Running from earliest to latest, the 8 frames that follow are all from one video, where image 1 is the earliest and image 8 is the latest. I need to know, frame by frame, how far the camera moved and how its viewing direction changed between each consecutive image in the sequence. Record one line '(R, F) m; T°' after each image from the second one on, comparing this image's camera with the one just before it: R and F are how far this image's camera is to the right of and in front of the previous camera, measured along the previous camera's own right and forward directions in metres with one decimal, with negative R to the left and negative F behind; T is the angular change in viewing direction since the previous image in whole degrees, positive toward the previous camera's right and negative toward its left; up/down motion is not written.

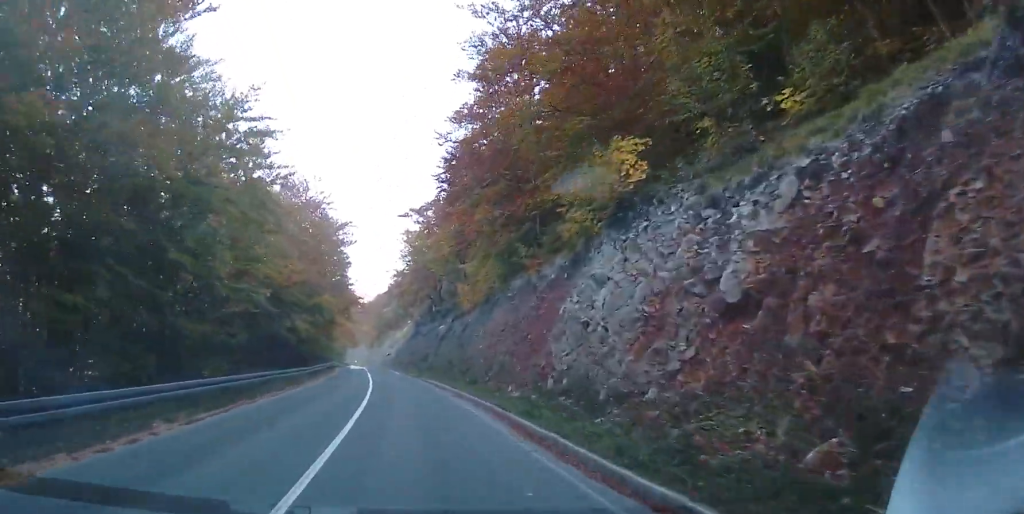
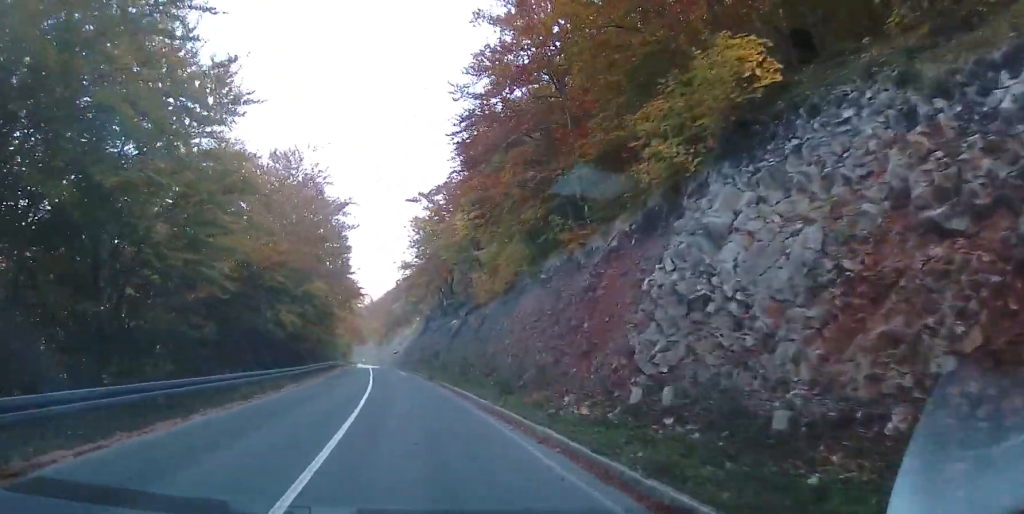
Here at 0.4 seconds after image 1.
(+0.1, +7.0) m; -1°
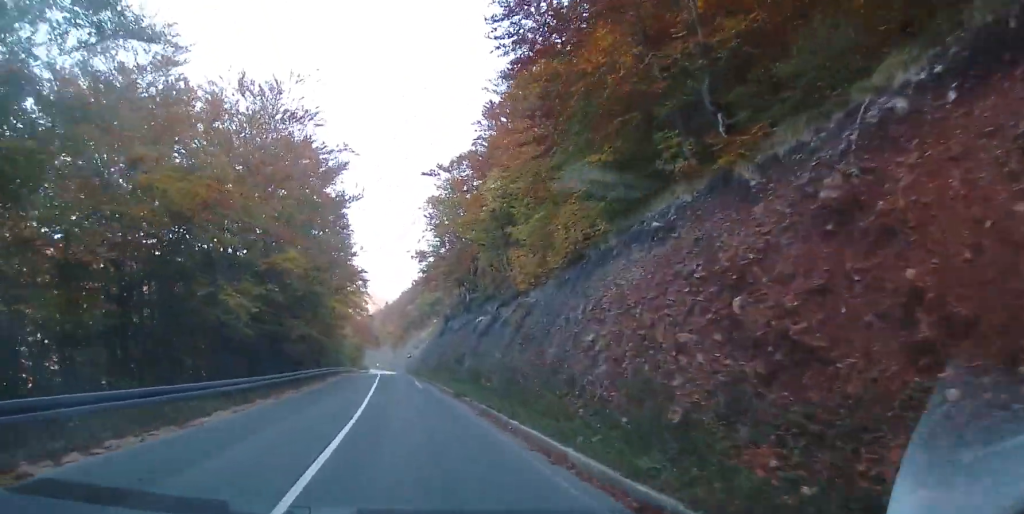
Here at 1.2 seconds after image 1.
(-0.1, +12.2) m; -4°
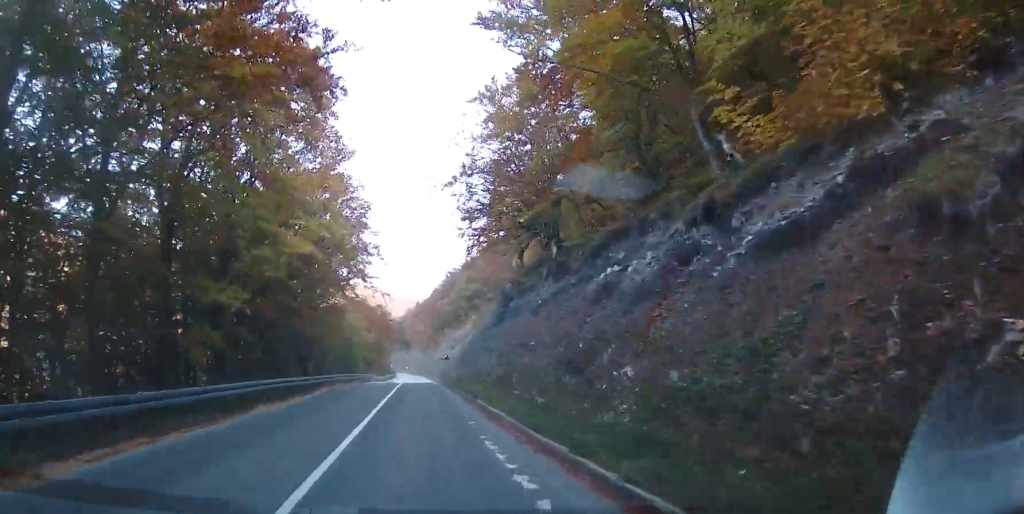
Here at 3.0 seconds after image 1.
(-1.7, +28.3) m; -3°
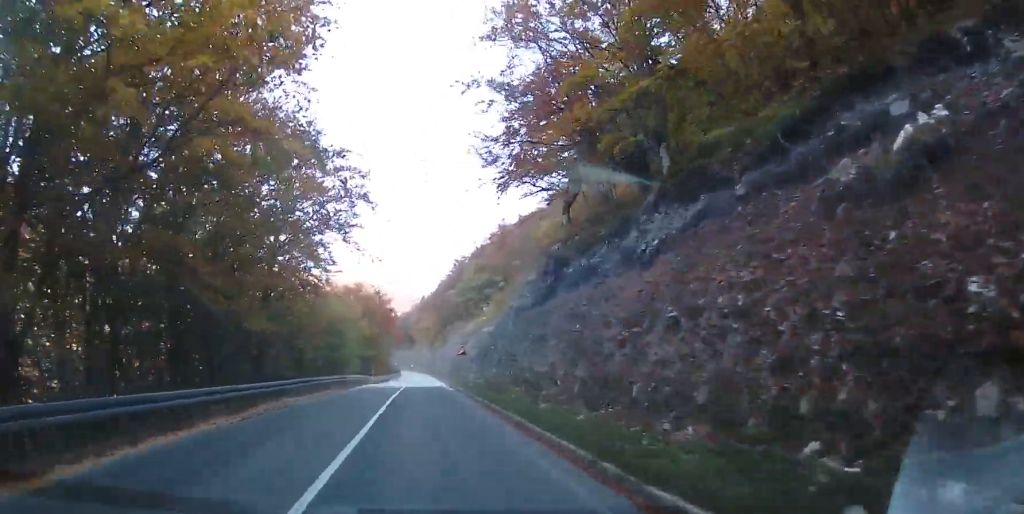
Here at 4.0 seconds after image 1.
(+0.2, +15.4) m; -2°
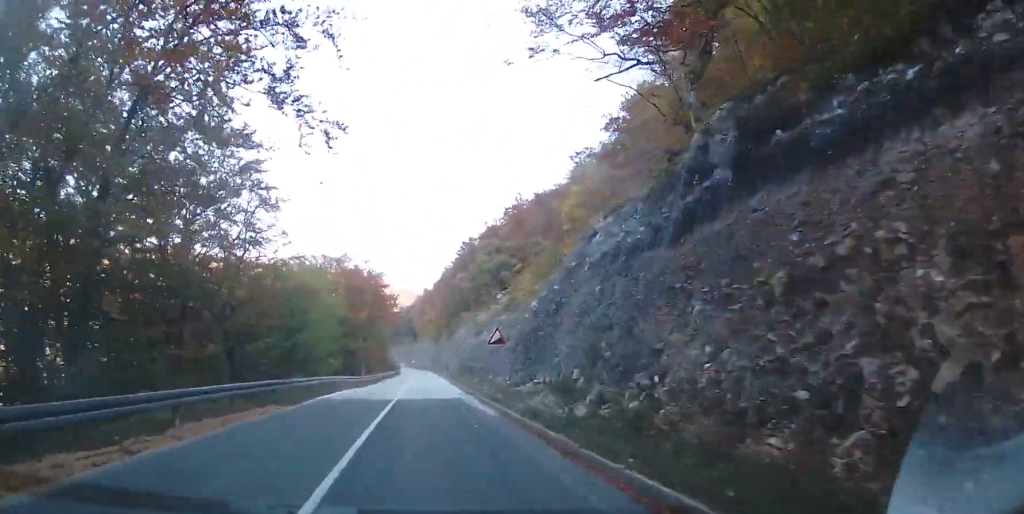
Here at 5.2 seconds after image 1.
(-1.0, +18.3) m; -3°
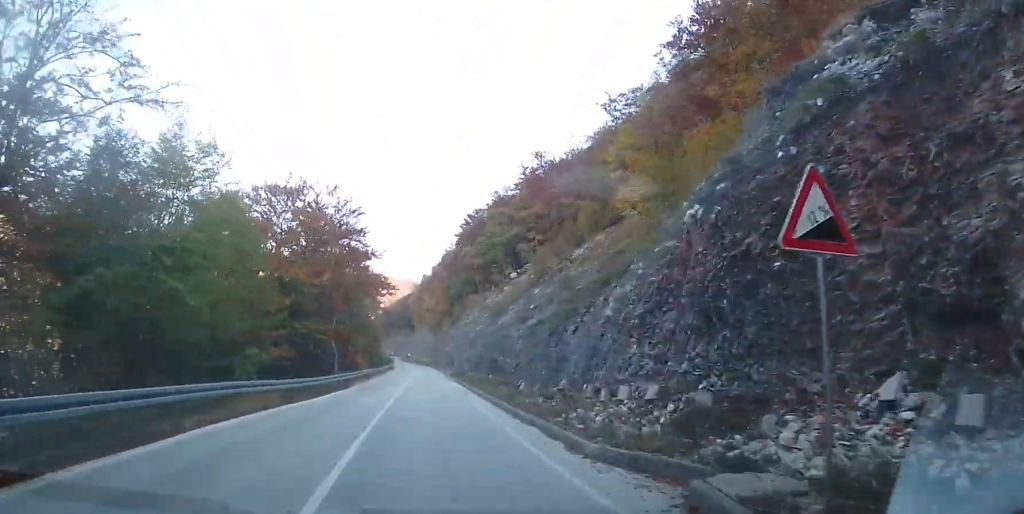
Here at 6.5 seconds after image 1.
(+0.3, +20.7) m; +1°
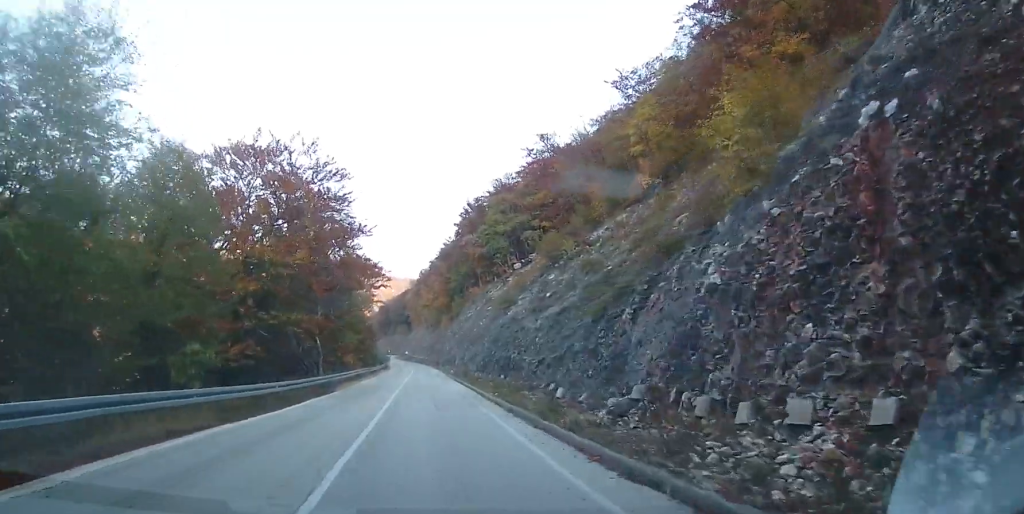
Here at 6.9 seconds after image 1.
(-0.1, +6.6) m; 0°
